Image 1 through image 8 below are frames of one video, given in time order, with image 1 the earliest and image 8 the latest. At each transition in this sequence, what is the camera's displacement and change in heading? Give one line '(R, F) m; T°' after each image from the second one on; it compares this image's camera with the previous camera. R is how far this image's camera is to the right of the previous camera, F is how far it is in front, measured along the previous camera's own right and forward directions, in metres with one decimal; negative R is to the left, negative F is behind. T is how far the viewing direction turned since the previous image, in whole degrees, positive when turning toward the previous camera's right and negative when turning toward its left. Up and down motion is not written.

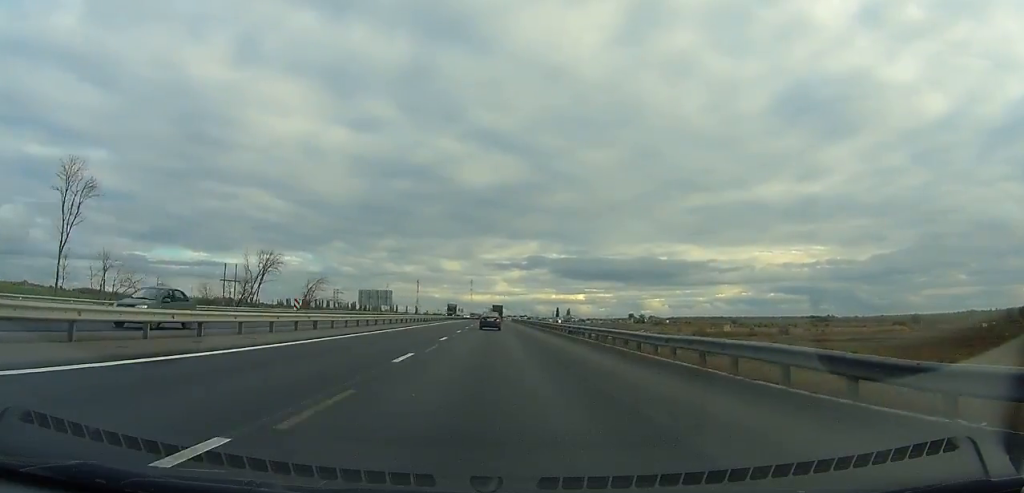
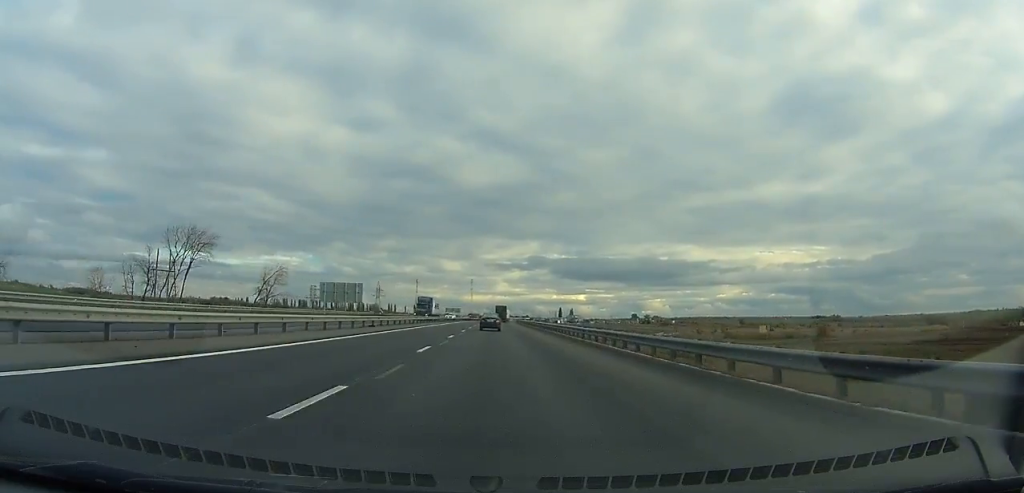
(+0.2, +31.6) m; 0°
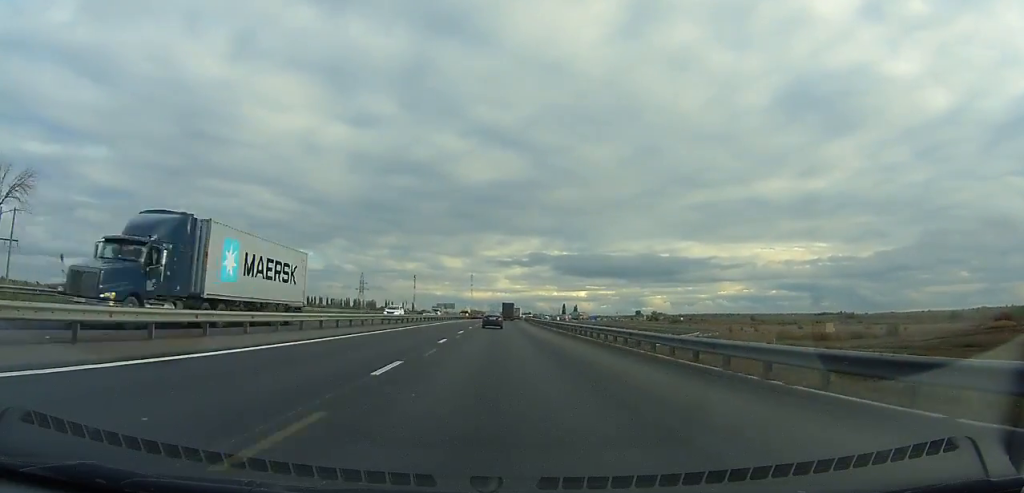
(+0.1, +42.4) m; 0°
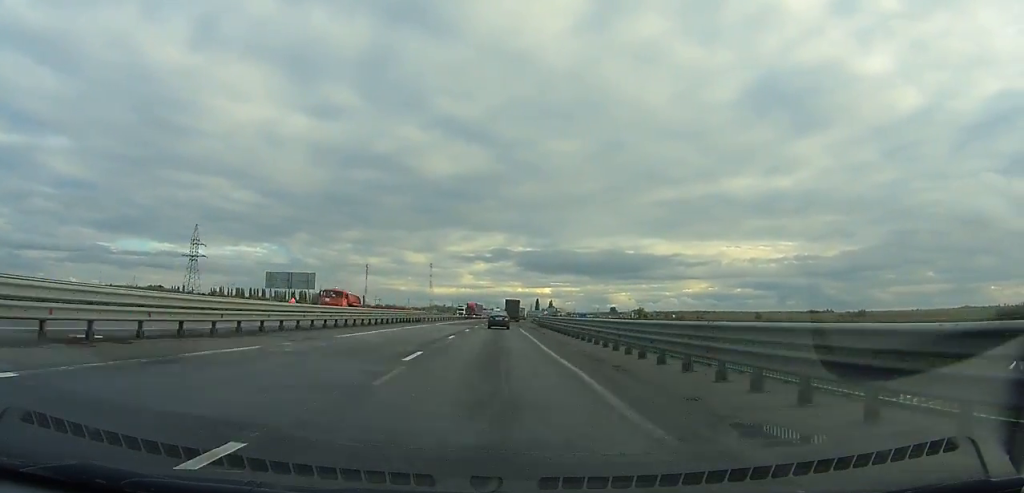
(+1.7, +141.8) m; +2°
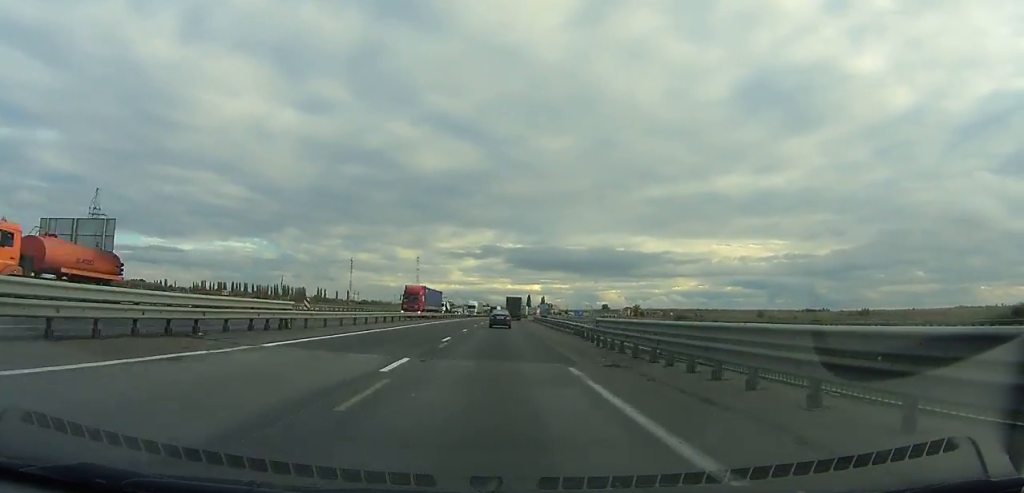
(+0.2, +39.9) m; +1°
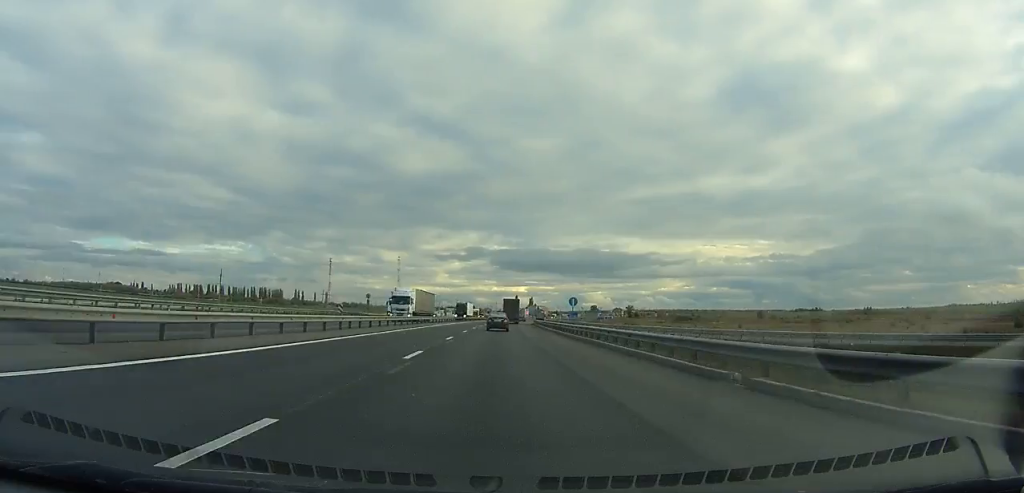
(+0.7, +45.2) m; +1°
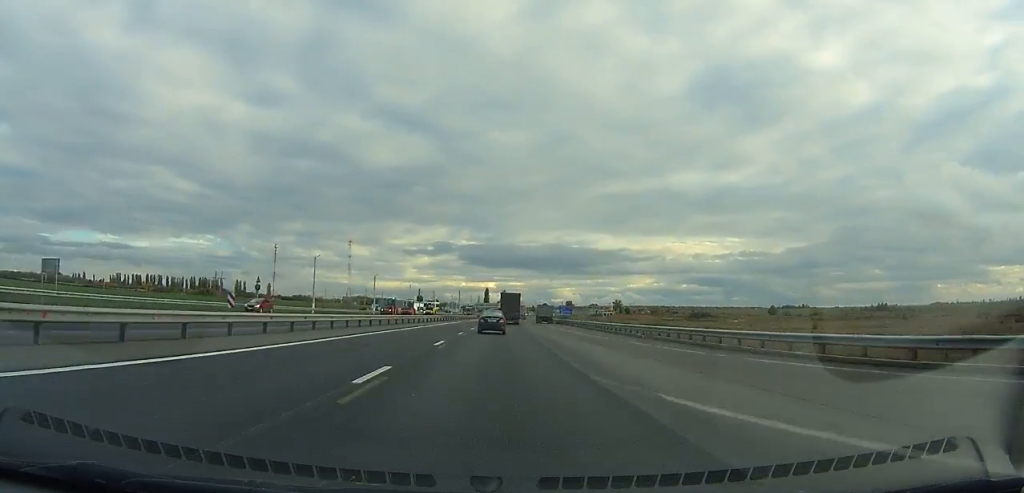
(+2.7, +111.5) m; +3°
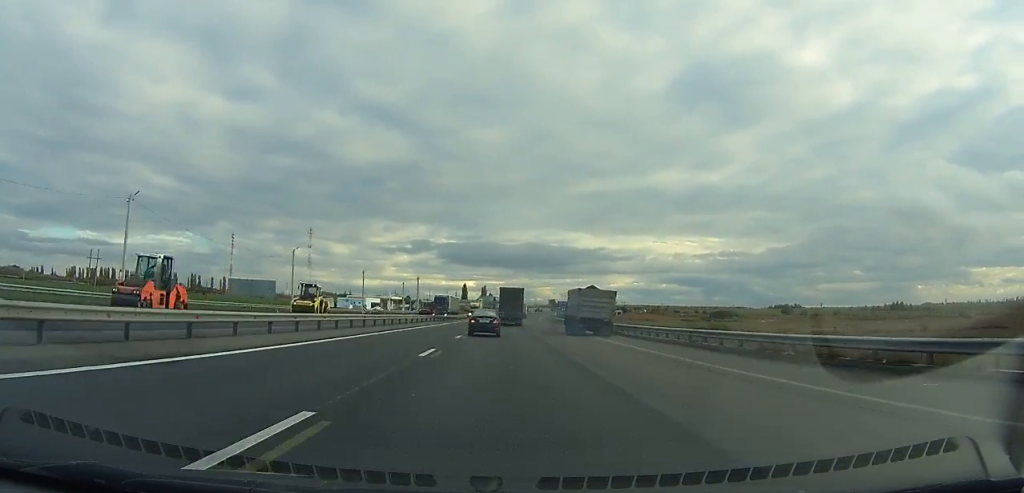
(+1.4, +77.3) m; +2°
